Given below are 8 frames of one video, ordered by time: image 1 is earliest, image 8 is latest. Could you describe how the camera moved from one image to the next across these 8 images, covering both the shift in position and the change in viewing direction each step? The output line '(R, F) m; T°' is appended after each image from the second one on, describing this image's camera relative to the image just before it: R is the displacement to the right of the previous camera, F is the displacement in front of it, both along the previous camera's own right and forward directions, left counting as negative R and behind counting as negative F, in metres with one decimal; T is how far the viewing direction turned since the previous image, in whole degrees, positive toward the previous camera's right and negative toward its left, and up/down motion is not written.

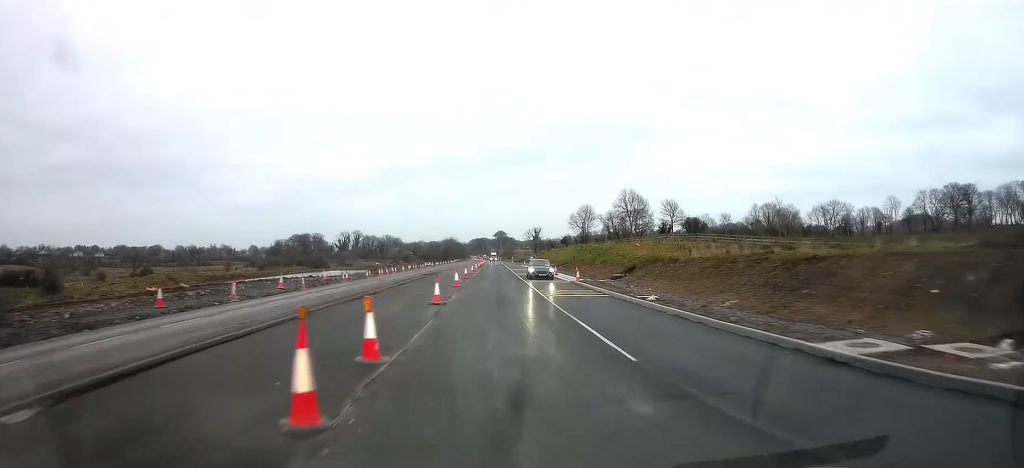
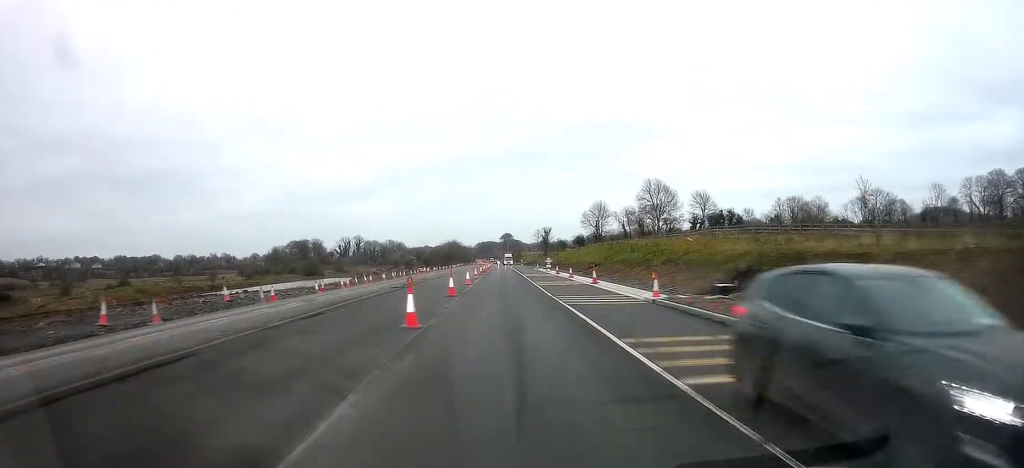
(+0.2, +18.8) m; 0°
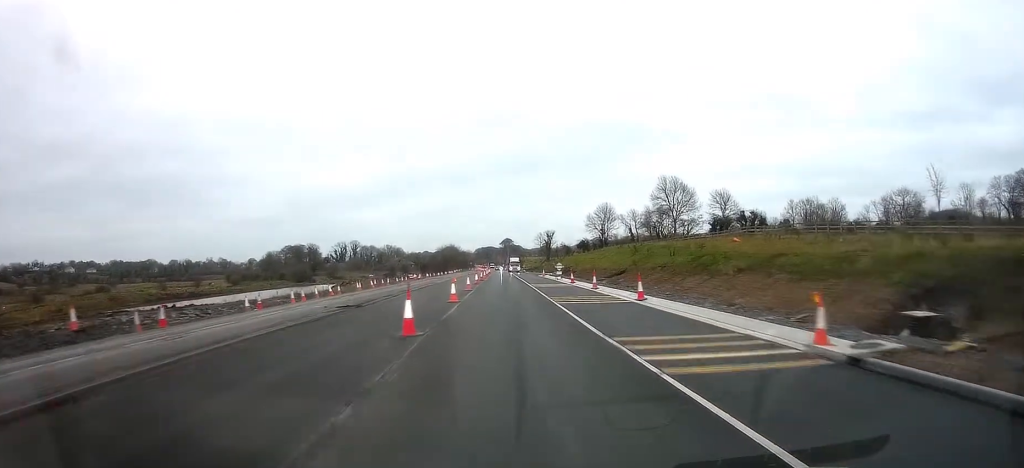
(-0.2, +11.9) m; -1°
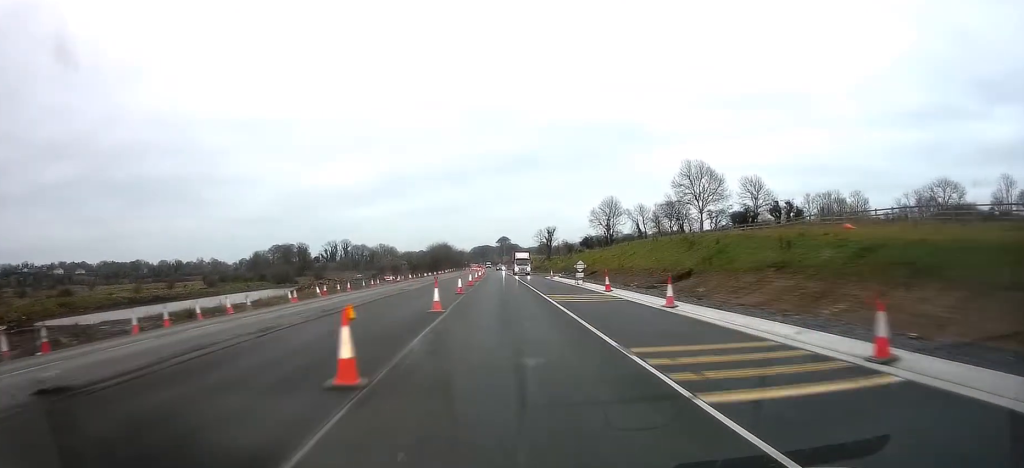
(+0.1, +16.7) m; -1°
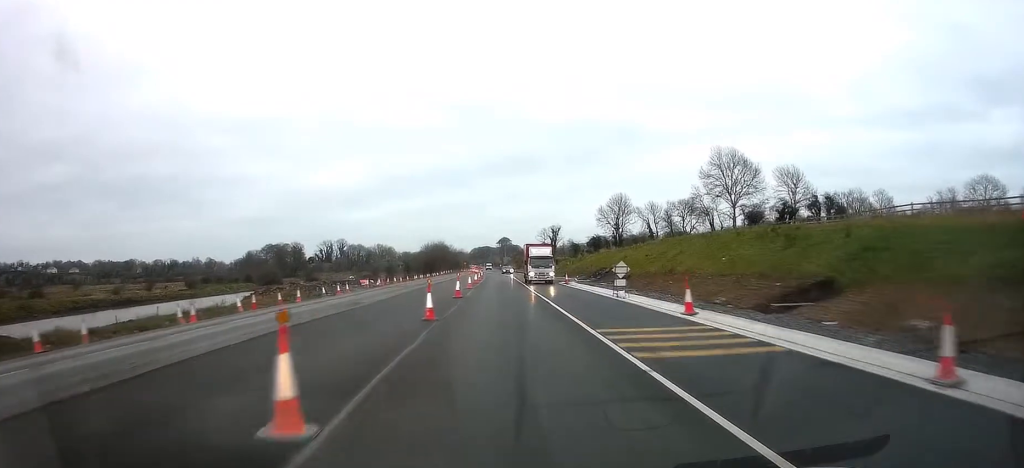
(-0.3, +13.3) m; 0°
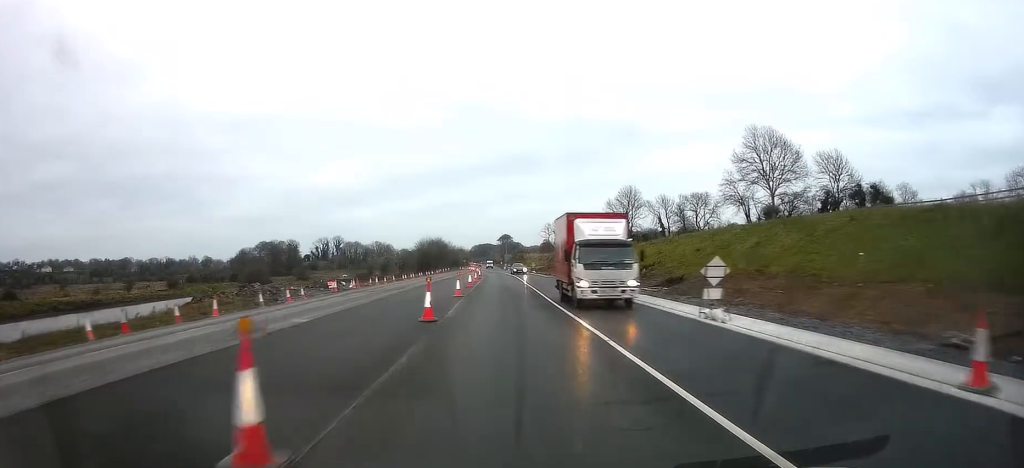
(+0.4, +11.9) m; +2°
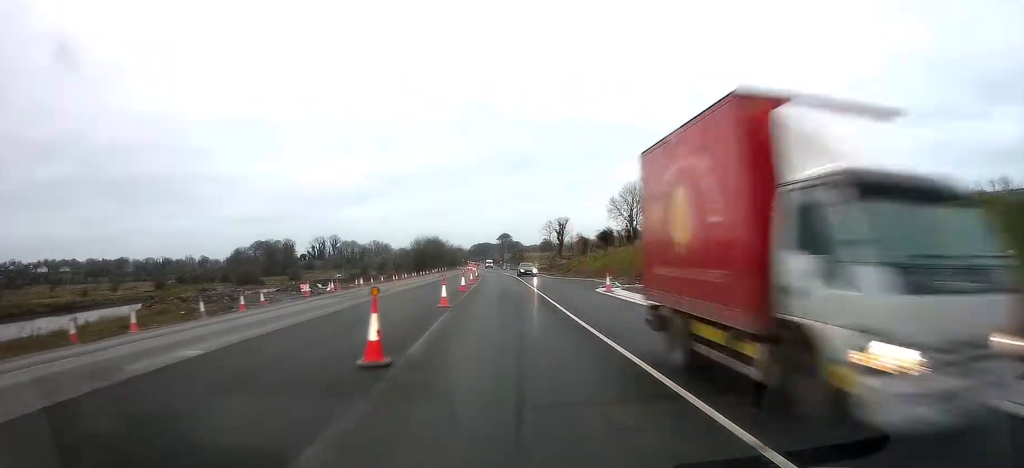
(0.0, +6.8) m; 0°
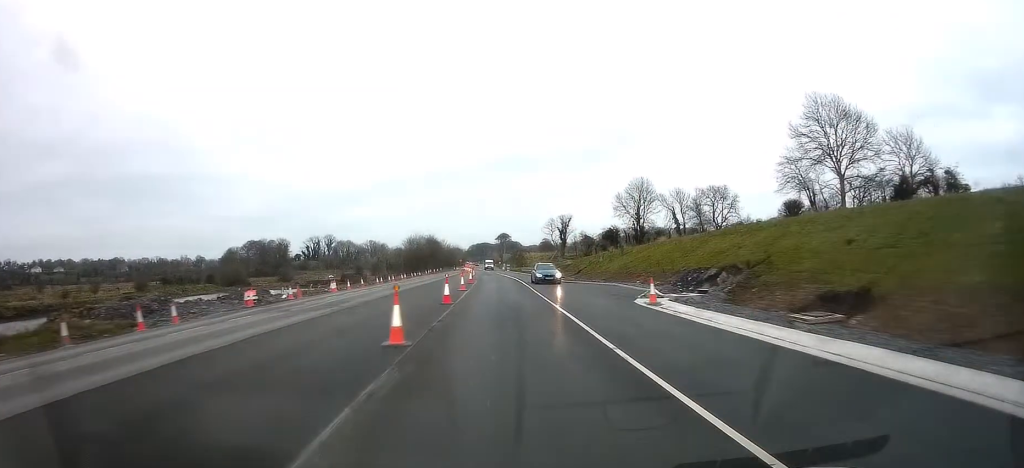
(0.0, +9.4) m; 0°
